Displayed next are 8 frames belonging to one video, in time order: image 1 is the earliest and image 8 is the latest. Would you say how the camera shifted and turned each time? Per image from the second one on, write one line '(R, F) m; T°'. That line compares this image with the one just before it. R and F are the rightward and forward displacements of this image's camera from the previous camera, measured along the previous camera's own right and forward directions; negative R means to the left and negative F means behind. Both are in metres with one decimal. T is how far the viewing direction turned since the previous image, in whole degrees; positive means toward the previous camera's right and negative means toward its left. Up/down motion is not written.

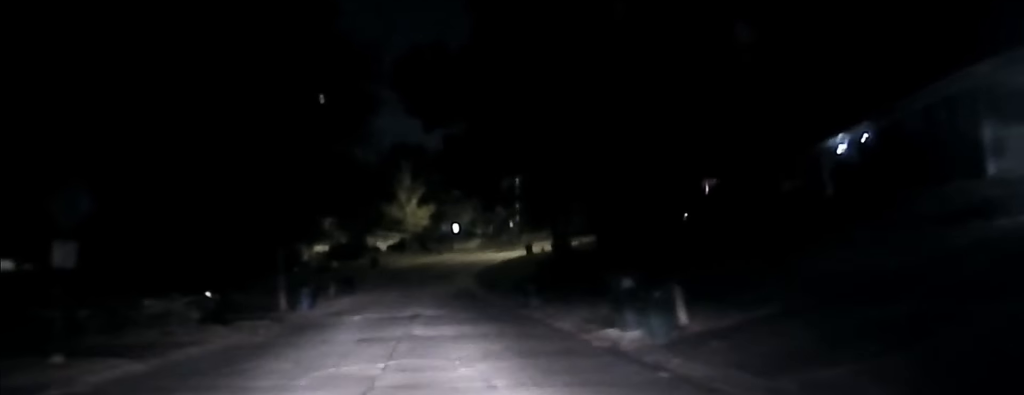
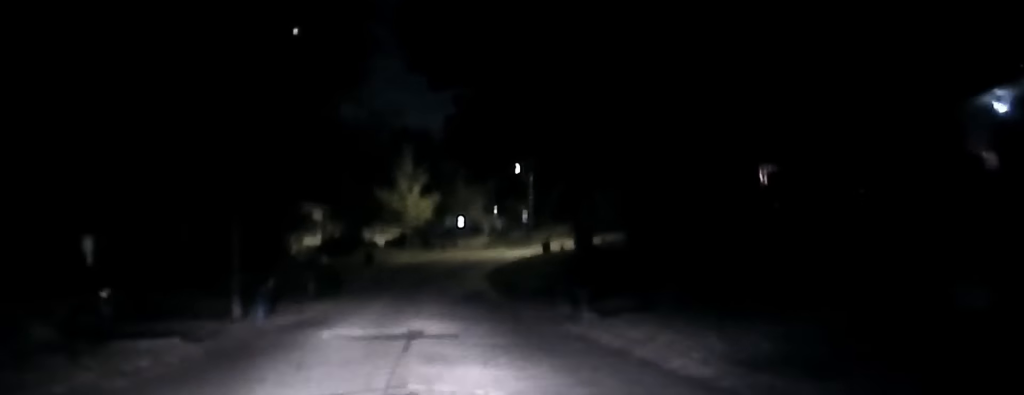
(+0.1, +8.1) m; 0°
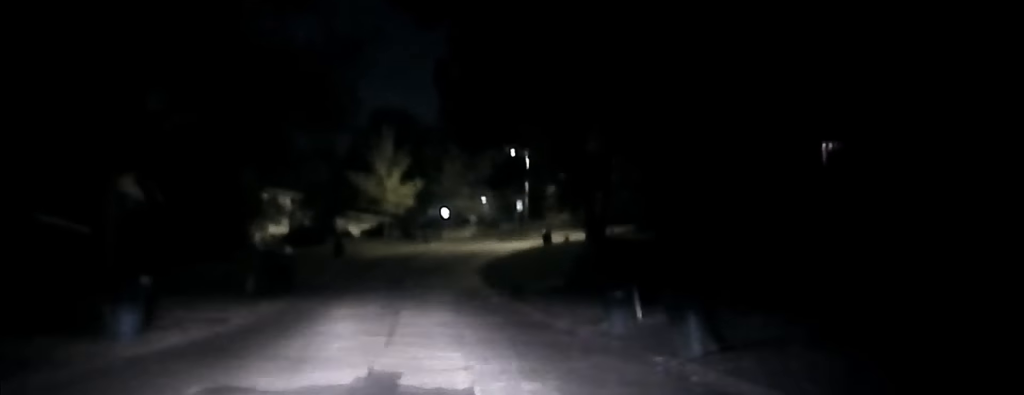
(0.0, +8.0) m; -1°
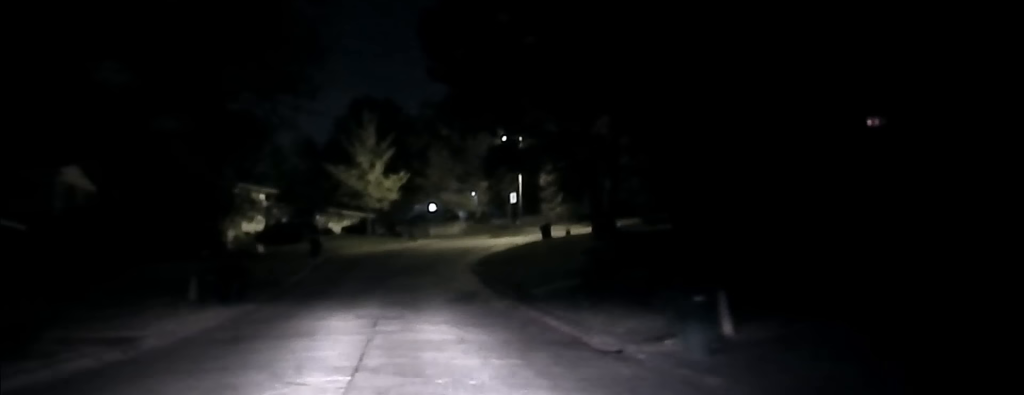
(0.0, +4.9) m; 0°
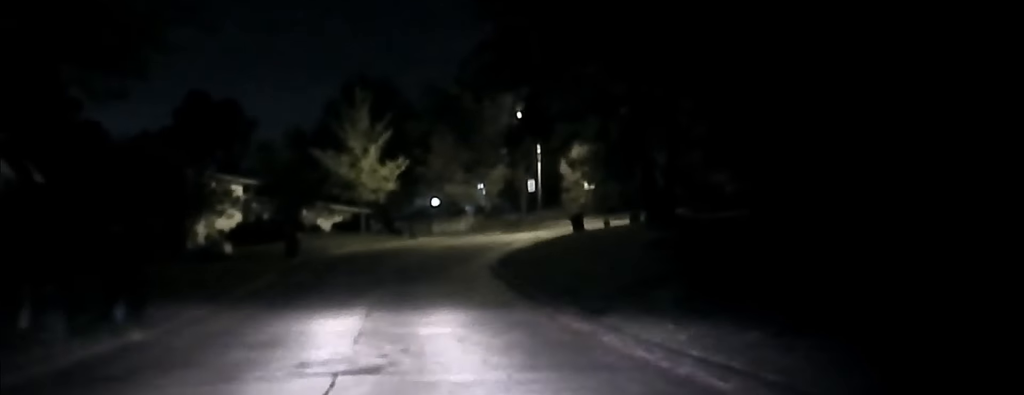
(-0.1, +8.3) m; +1°
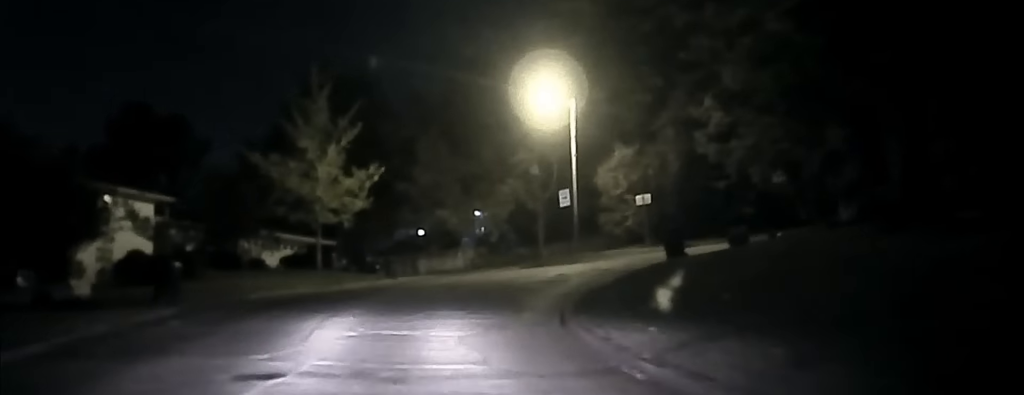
(+0.8, +17.6) m; +6°
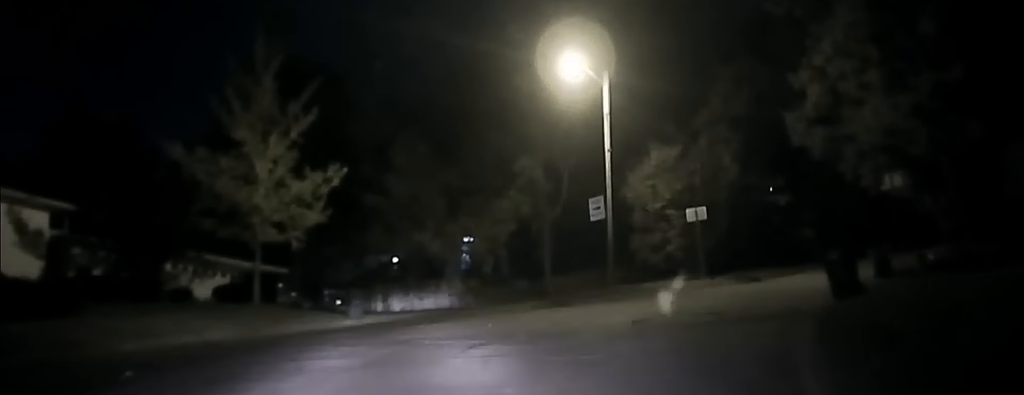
(+0.4, +11.8) m; +6°
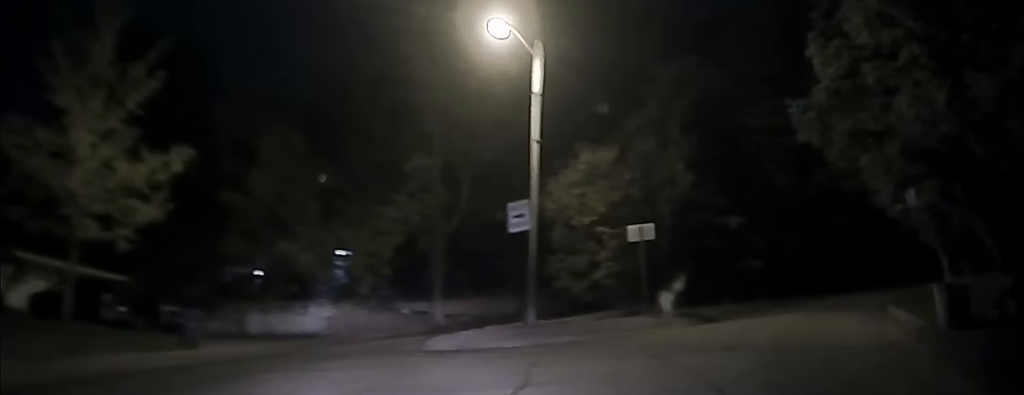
(+0.2, +8.3) m; +10°
